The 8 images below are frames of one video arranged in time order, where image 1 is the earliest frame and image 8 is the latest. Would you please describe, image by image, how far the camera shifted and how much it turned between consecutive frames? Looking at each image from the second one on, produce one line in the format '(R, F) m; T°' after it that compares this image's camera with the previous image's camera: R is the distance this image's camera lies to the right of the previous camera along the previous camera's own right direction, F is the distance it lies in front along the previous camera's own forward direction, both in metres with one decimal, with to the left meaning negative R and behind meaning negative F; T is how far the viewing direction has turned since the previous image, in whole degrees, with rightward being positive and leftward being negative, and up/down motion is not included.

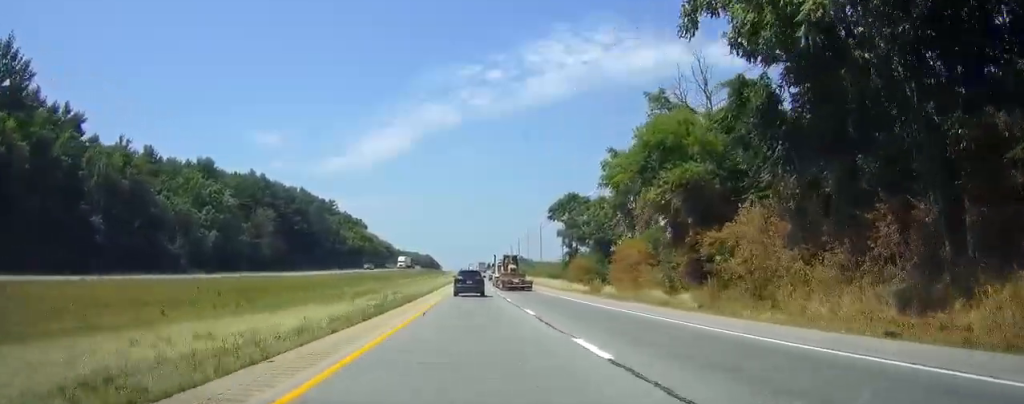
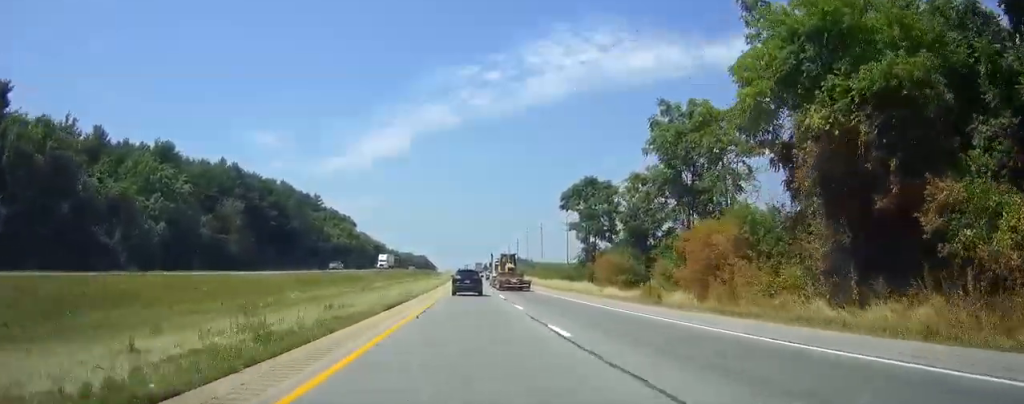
(0.0, +20.2) m; 0°
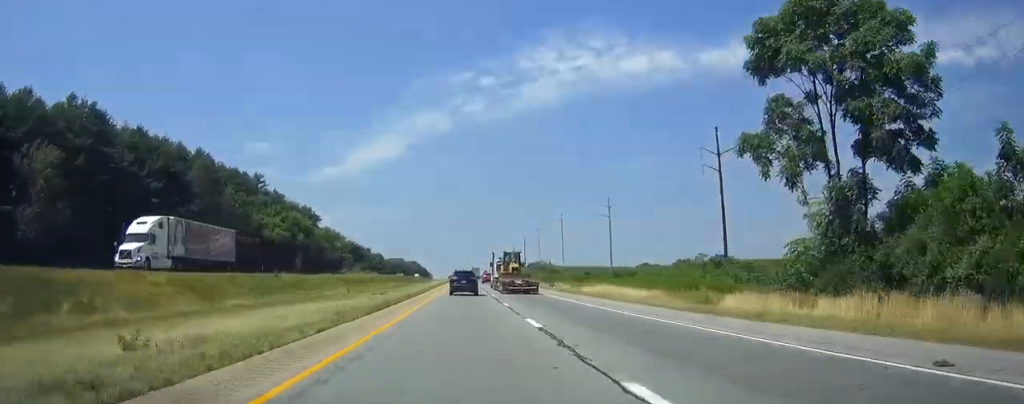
(+0.2, +70.2) m; 0°
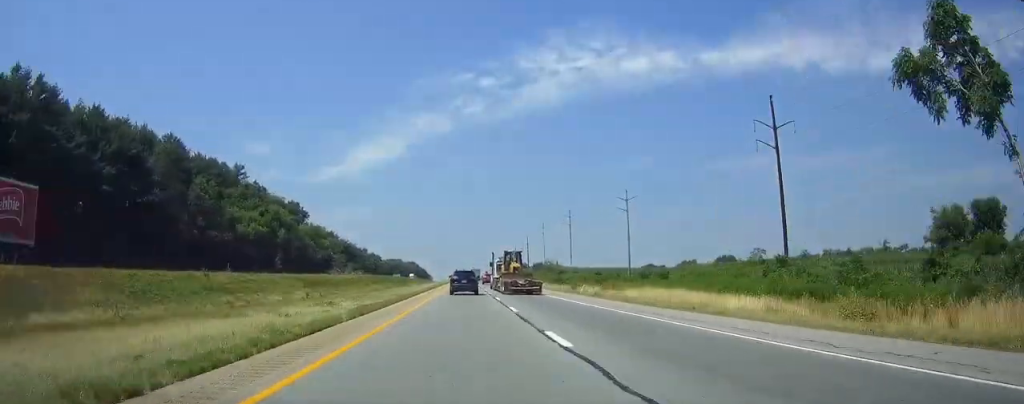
(+0.1, +17.1) m; 0°
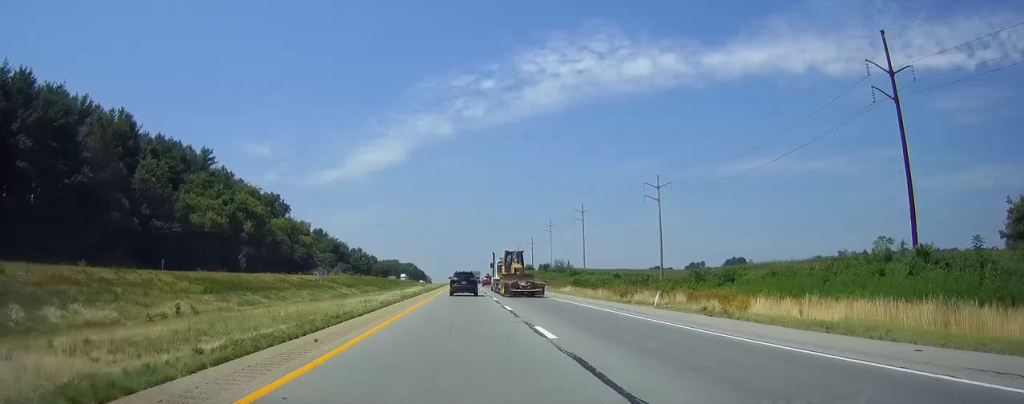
(0.0, +22.8) m; 0°
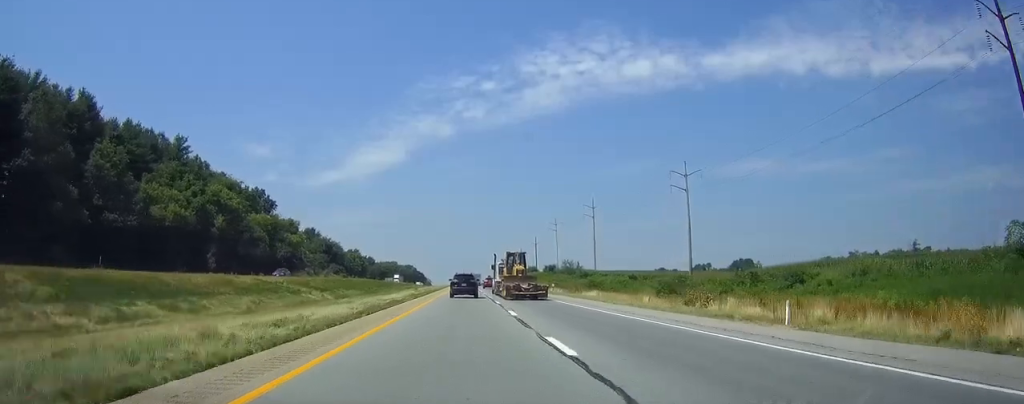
(0.0, +14.9) m; 0°
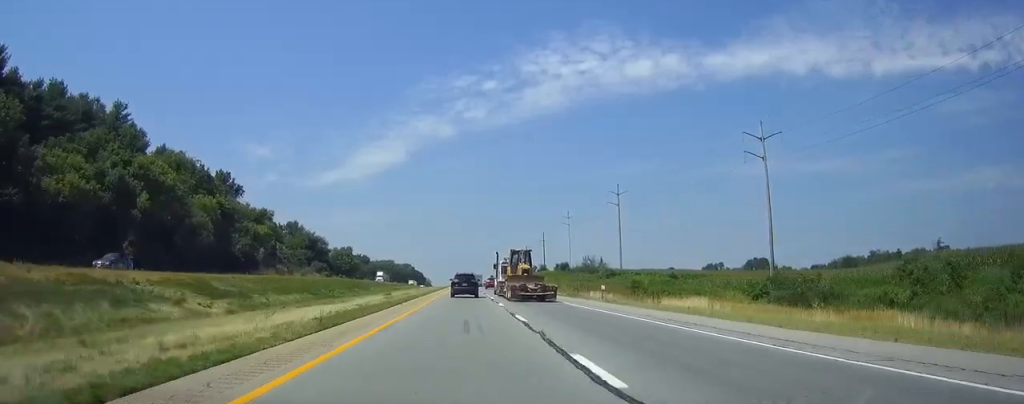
(-0.1, +27.5) m; 0°
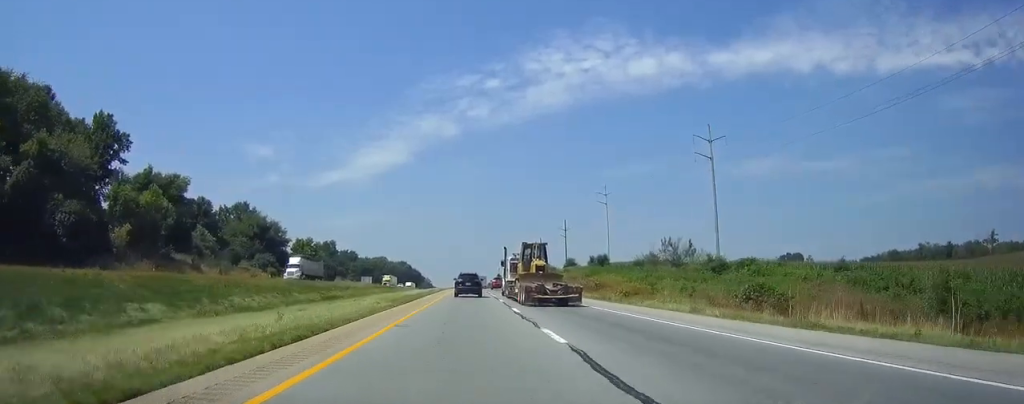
(0.0, +55.6) m; 0°
